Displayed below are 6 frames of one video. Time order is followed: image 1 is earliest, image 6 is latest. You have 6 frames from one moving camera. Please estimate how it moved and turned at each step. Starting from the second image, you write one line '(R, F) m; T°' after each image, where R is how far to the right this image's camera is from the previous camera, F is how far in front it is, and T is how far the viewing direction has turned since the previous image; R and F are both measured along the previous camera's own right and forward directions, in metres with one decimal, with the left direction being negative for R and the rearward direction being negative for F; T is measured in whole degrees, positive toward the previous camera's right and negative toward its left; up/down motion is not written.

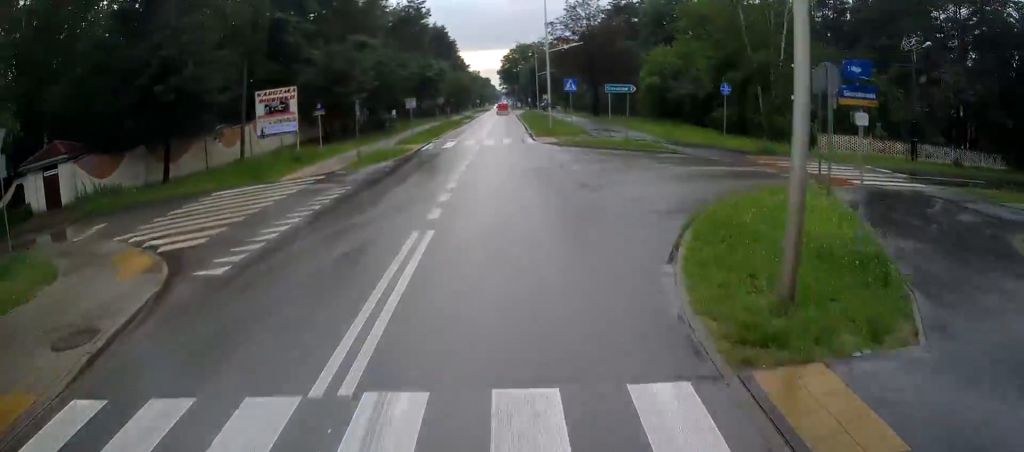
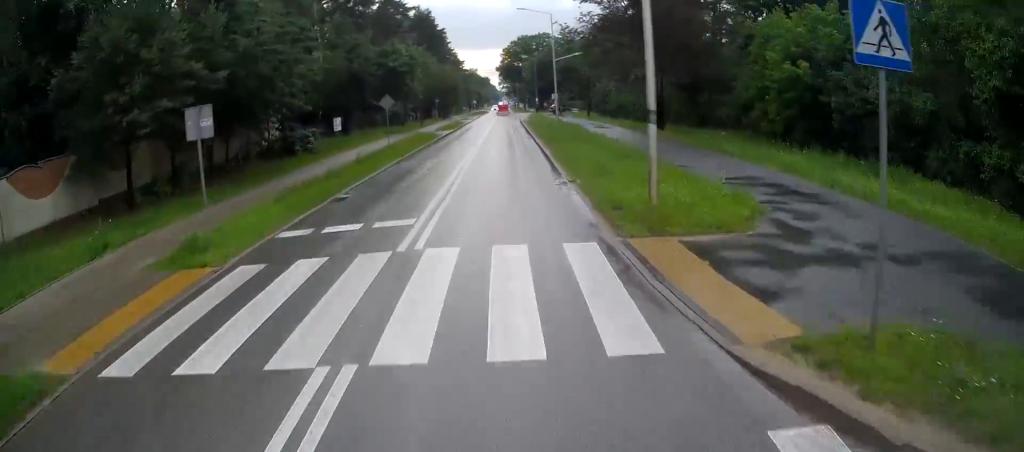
(-0.7, +25.4) m; -2°
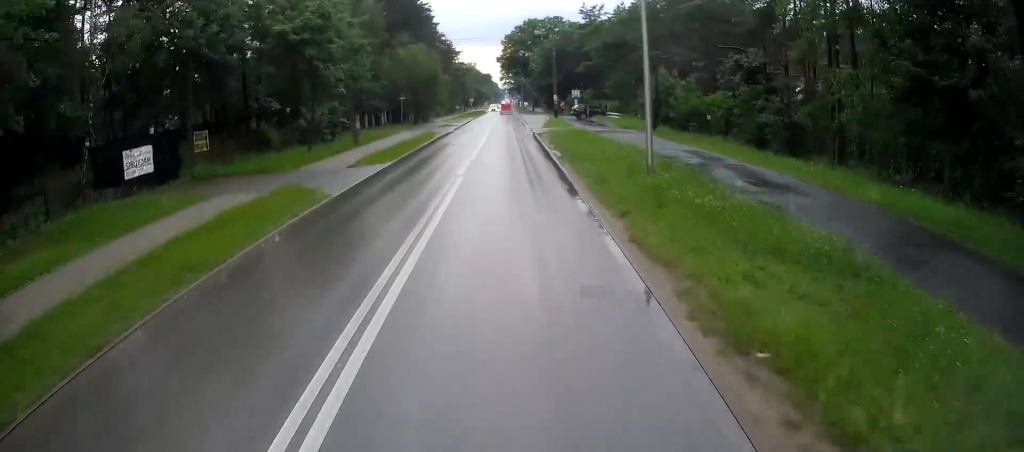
(-0.1, +28.5) m; -1°
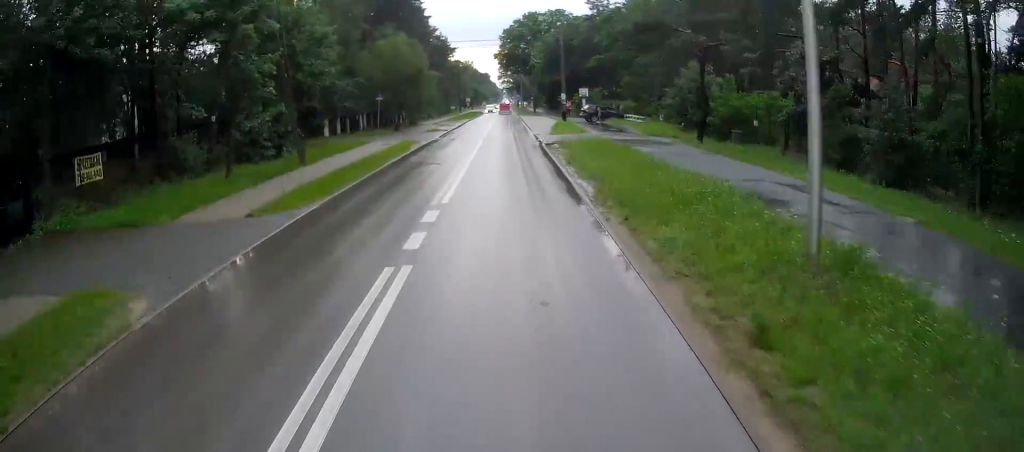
(-0.2, +9.3) m; 0°
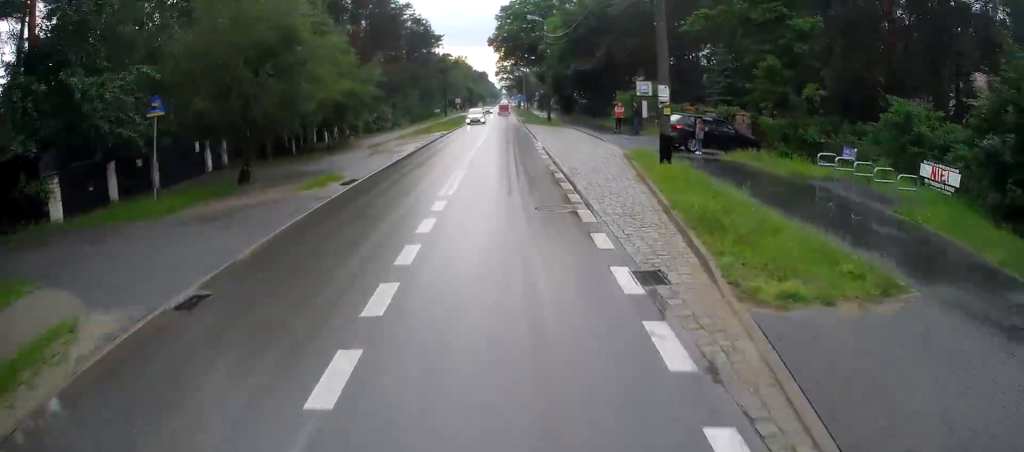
(+0.4, +30.0) m; +2°
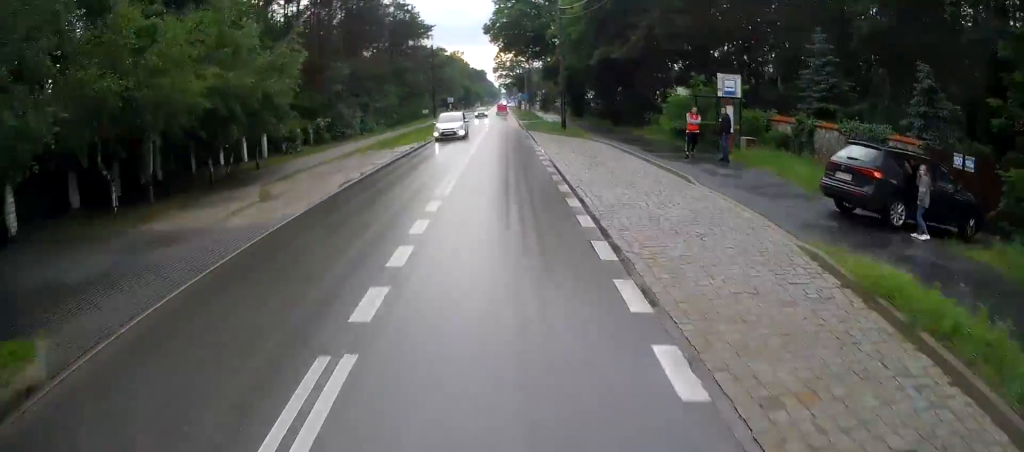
(0.0, +14.6) m; +1°
